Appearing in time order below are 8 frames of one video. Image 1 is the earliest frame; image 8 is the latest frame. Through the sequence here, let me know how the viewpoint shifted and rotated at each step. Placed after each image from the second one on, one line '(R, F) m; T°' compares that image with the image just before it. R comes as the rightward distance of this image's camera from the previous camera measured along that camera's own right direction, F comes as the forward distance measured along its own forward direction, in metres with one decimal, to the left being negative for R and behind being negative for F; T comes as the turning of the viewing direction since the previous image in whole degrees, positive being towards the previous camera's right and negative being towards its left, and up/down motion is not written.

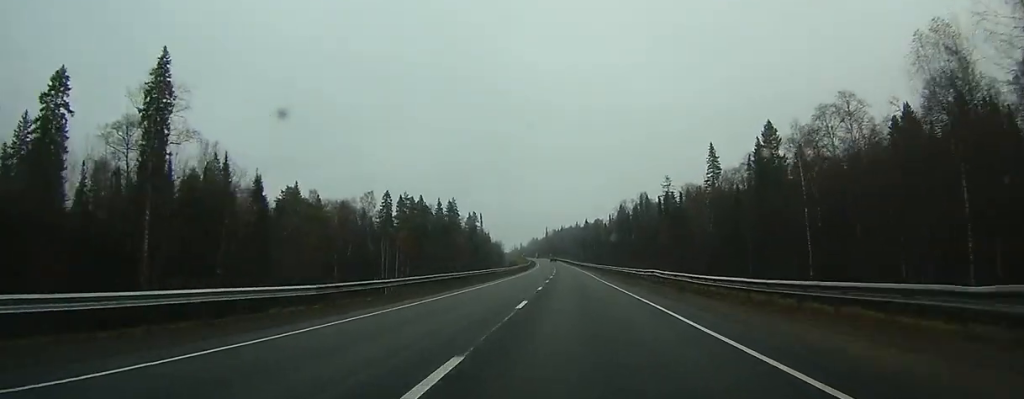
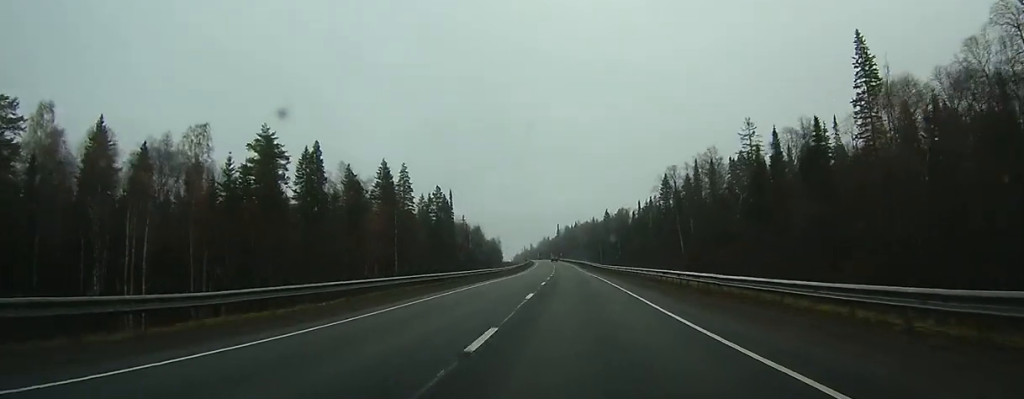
(-1.1, +80.6) m; -2°
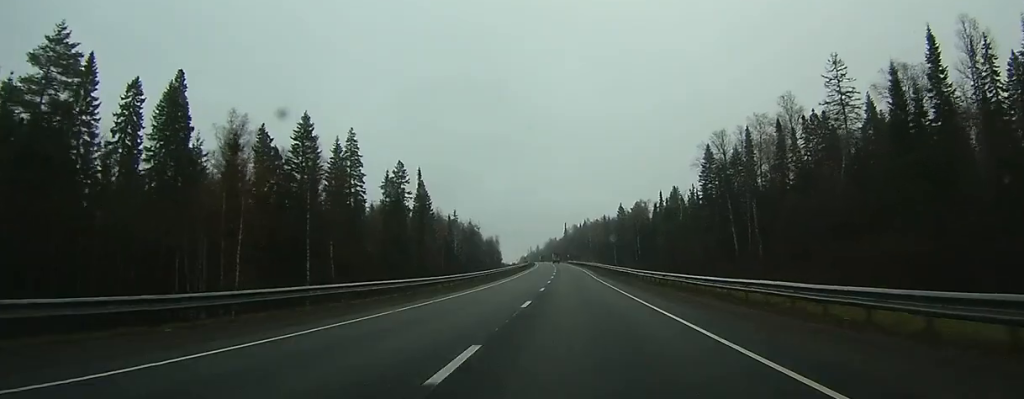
(-0.3, +38.4) m; -1°
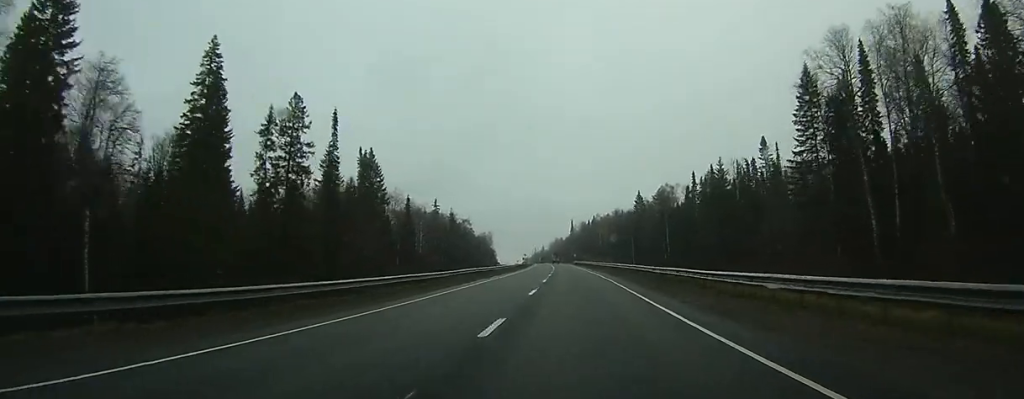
(-0.2, +44.3) m; -1°
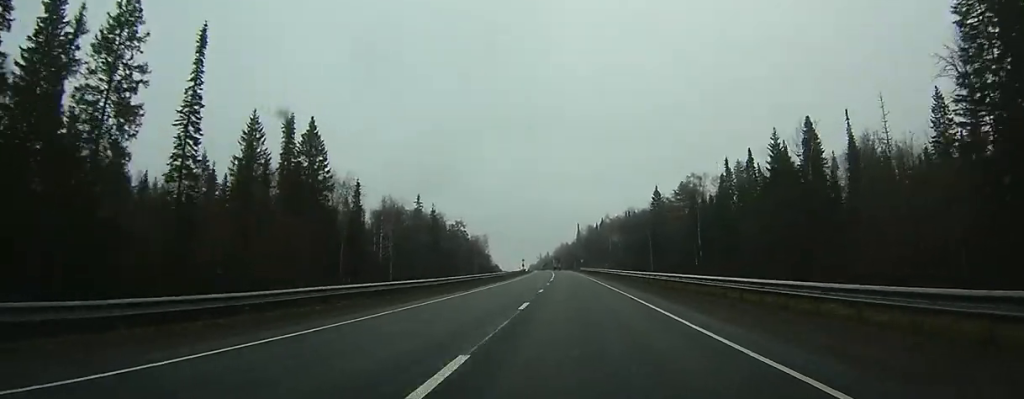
(-0.1, +28.9) m; 0°
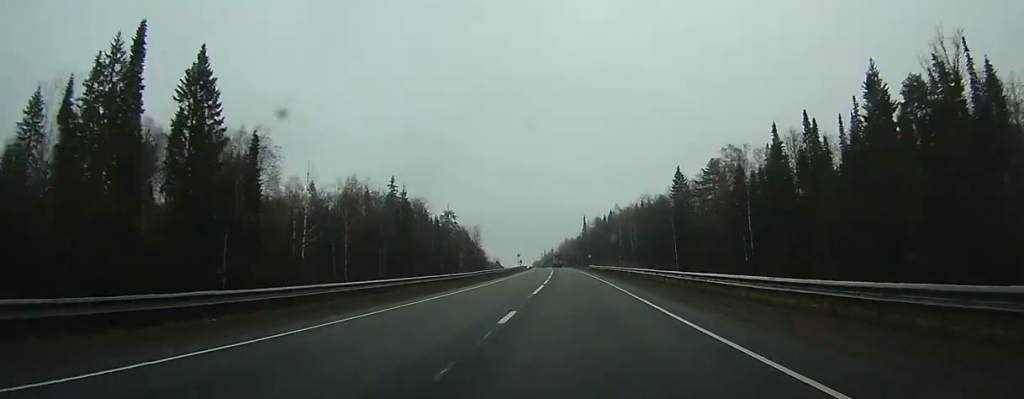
(-0.1, +28.8) m; 0°
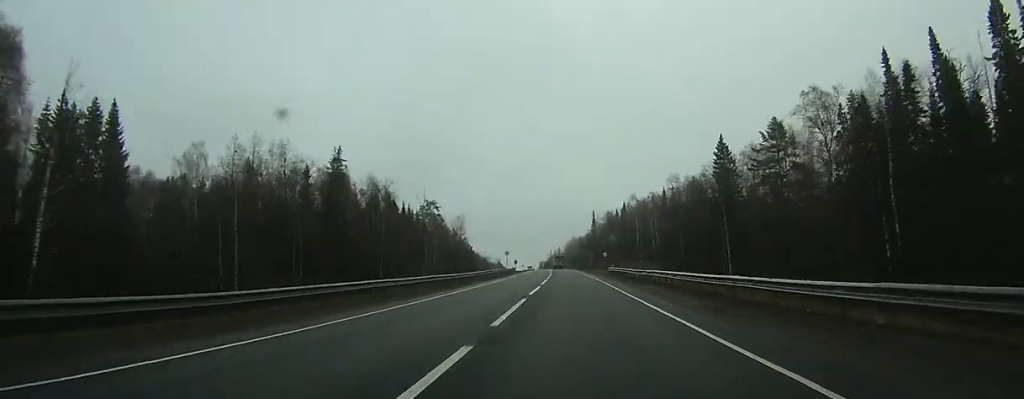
(-0.2, +36.4) m; -1°
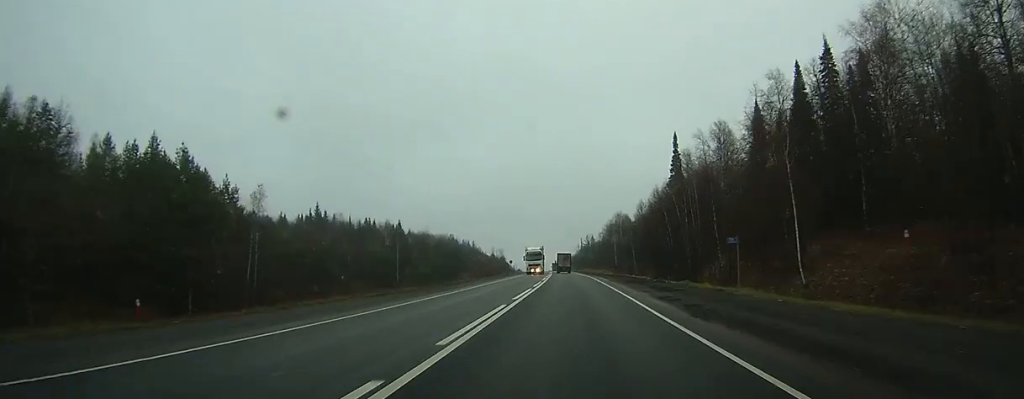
(-4.7, +171.0) m; -3°
